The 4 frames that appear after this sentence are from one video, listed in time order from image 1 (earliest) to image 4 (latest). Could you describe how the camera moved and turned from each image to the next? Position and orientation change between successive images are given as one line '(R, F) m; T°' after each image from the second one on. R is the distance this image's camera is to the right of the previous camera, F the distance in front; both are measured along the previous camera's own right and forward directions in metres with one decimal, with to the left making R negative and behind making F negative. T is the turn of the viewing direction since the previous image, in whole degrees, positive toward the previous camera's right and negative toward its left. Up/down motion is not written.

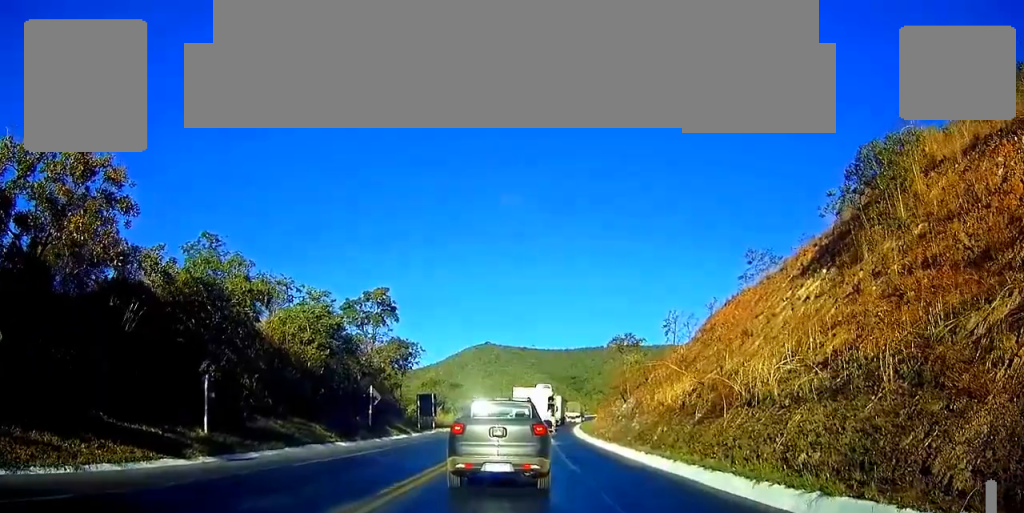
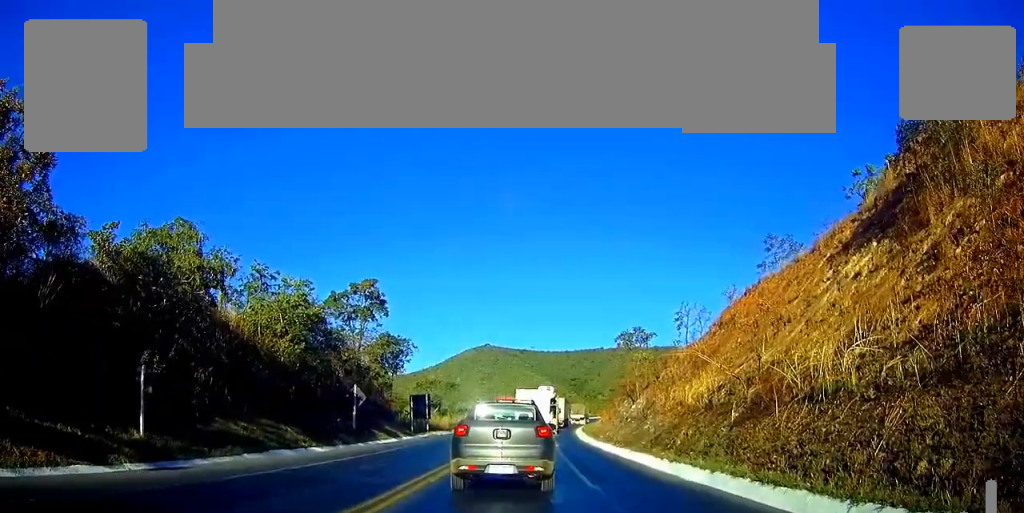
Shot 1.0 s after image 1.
(-0.1, +3.9) m; -1°
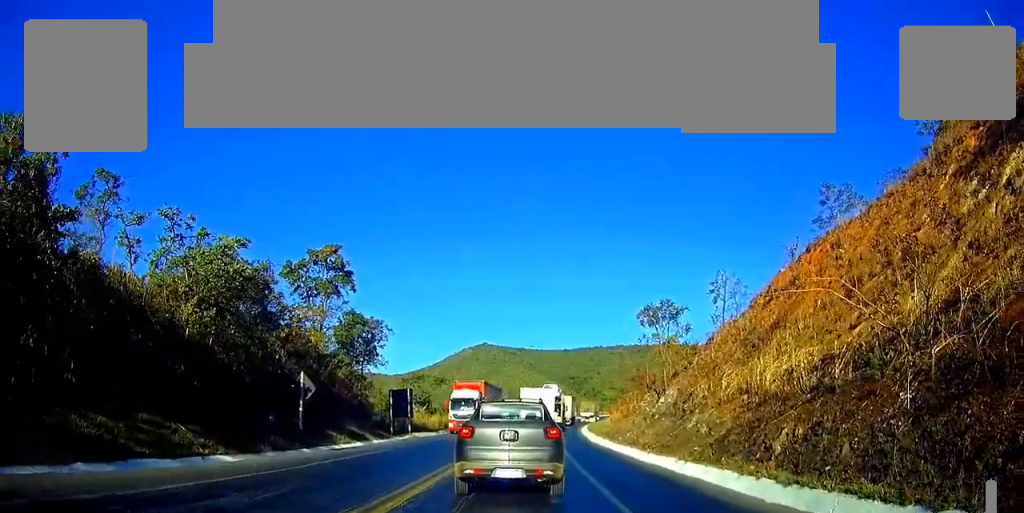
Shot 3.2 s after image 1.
(-0.1, +8.9) m; -1°
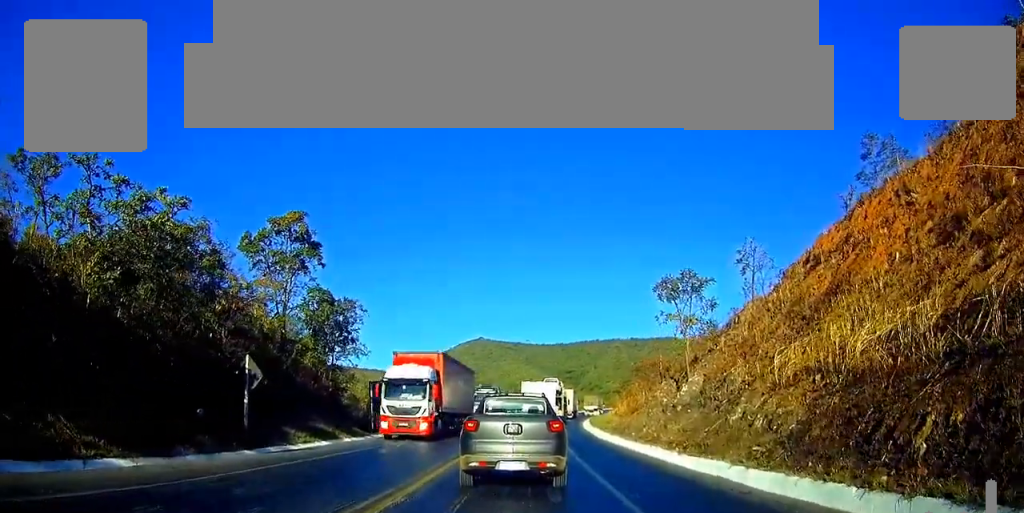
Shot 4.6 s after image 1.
(+0.1, +5.6) m; +2°
